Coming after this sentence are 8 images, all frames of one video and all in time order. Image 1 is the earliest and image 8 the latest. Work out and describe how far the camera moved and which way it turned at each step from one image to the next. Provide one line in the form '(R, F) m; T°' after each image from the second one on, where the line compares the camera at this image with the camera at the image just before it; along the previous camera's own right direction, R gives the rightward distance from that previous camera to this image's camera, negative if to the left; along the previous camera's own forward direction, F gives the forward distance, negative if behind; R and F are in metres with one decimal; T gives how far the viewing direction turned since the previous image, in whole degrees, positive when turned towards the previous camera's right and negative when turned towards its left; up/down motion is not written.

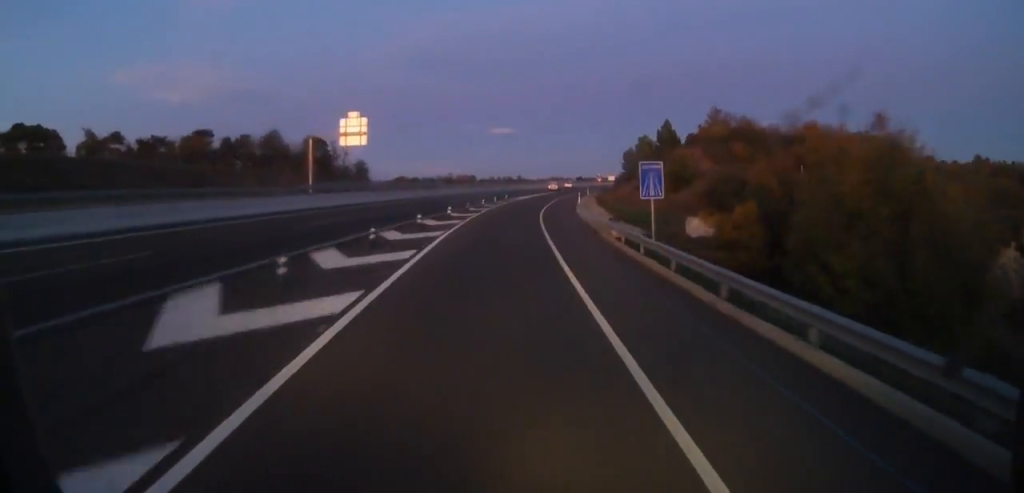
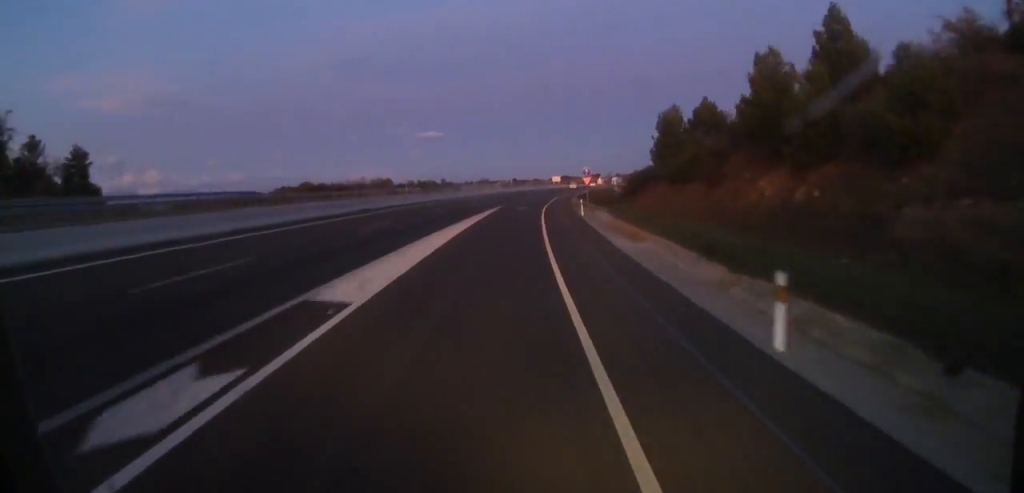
(-3.0, +55.1) m; +8°
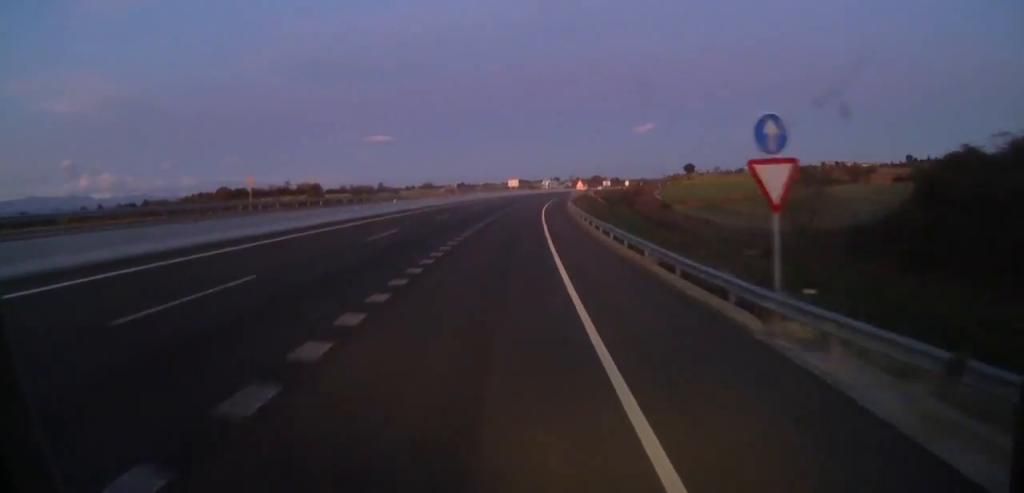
(+9.0, +58.6) m; +15°
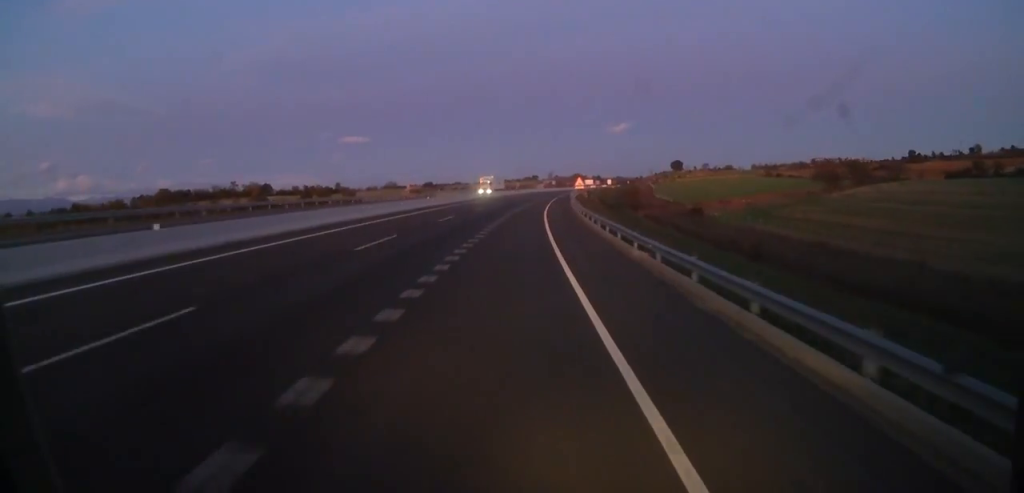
(+6.2, +55.3) m; 0°
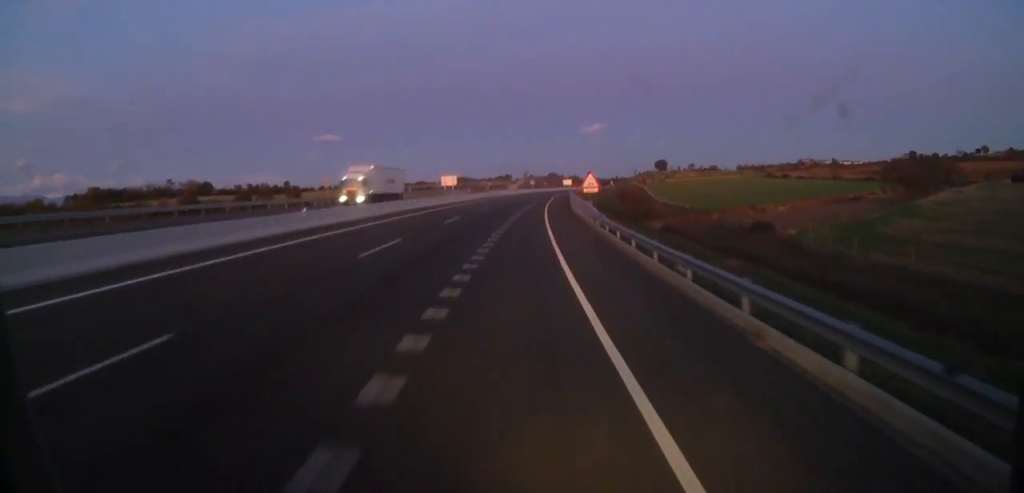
(+3.8, +48.4) m; 0°
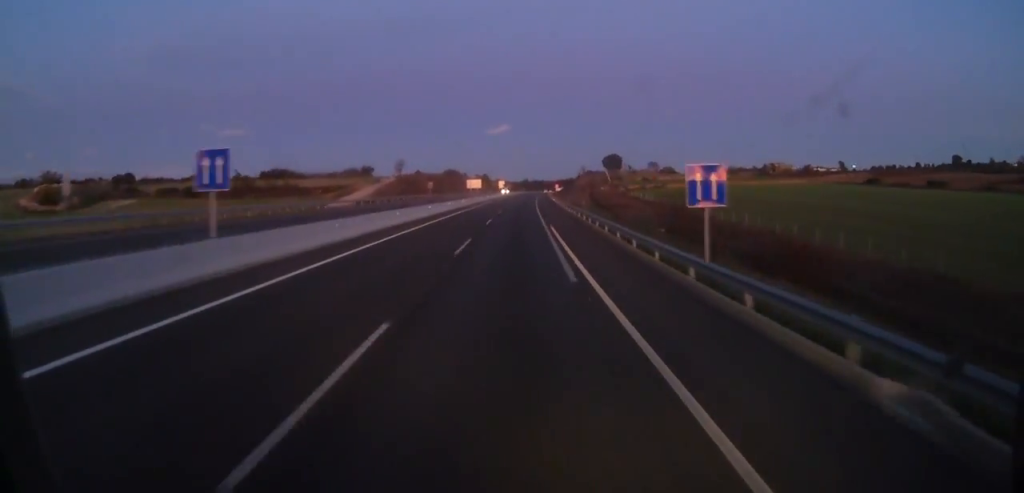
(-3.8, +118.4) m; +7°
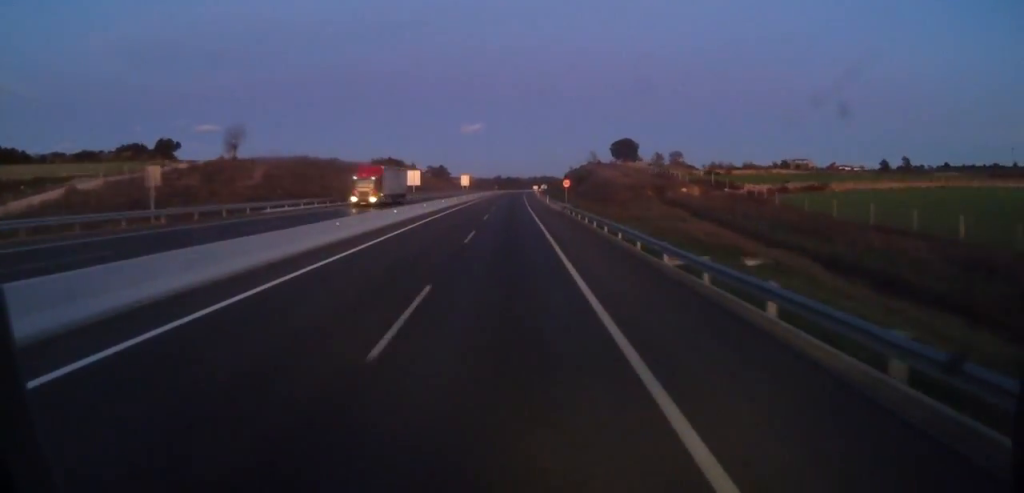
(+2.5, +78.7) m; +3°
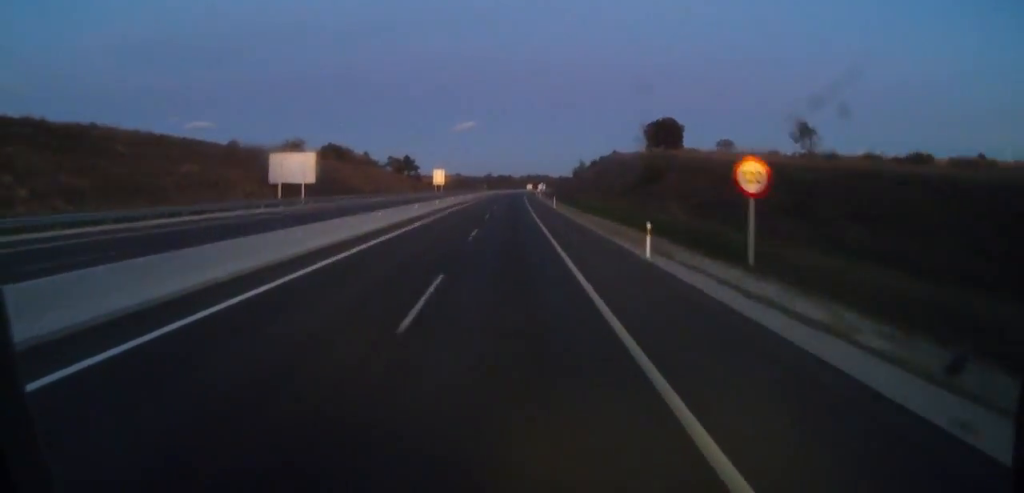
(+1.1, +65.6) m; +2°
